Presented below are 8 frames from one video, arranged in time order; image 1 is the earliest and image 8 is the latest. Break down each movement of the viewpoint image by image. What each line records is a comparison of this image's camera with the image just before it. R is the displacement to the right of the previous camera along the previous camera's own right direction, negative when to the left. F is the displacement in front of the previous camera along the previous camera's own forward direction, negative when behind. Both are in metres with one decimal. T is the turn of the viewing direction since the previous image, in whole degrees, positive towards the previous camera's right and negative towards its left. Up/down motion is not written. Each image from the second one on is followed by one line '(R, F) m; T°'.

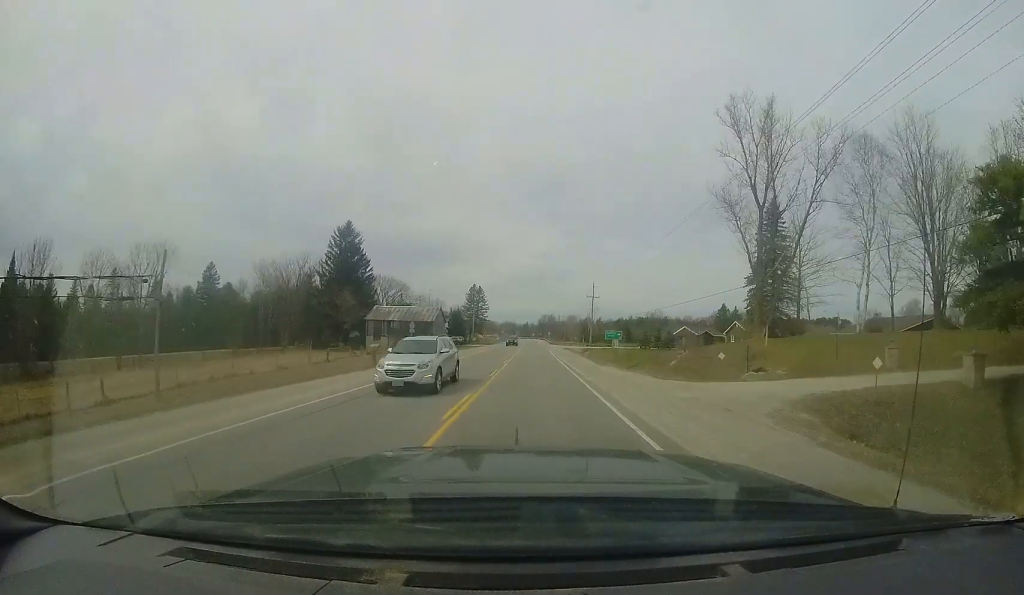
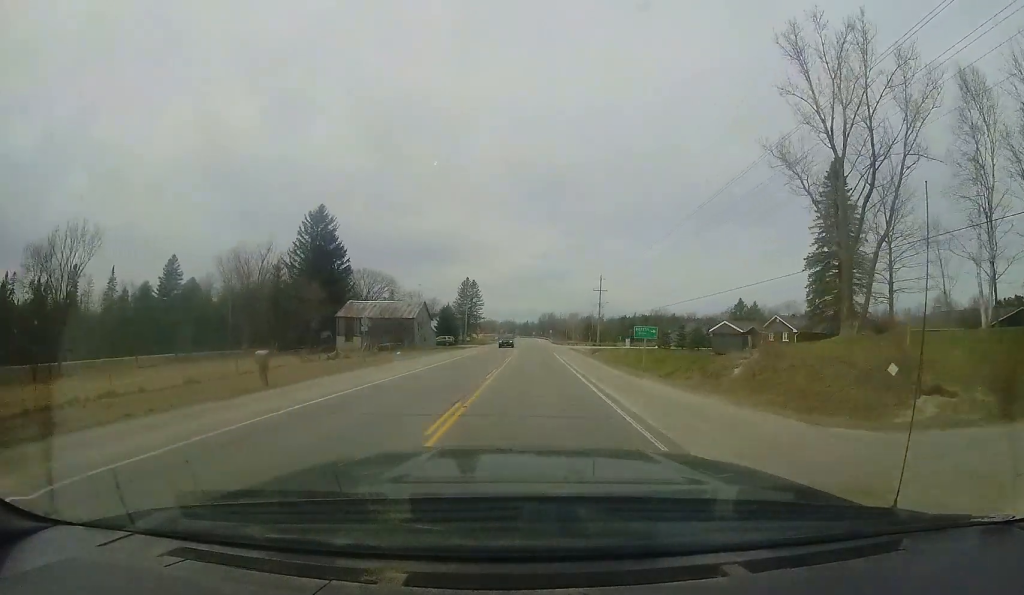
(+0.1, +9.6) m; 0°
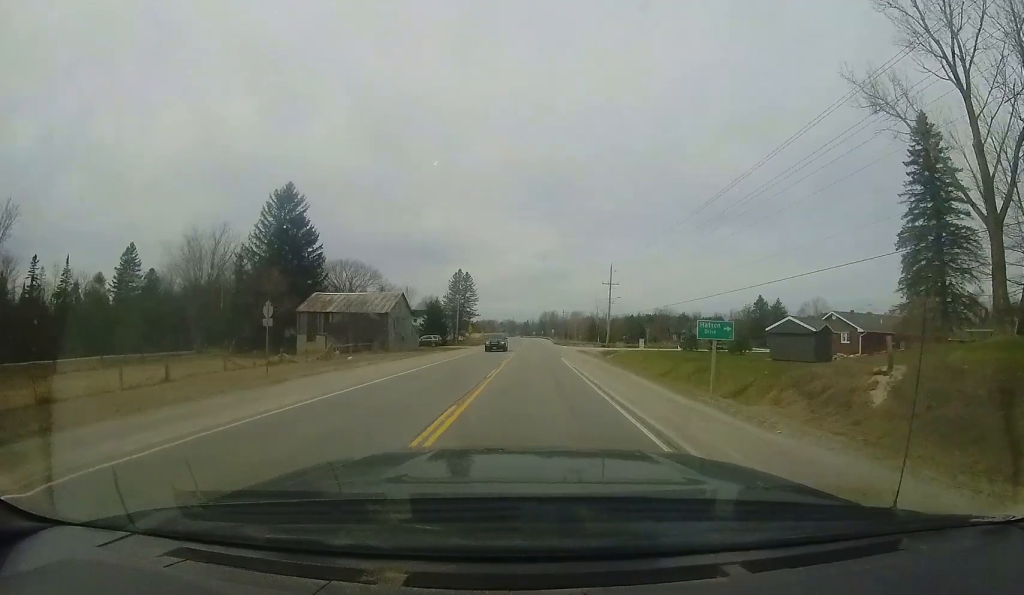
(+0.2, +9.4) m; 0°
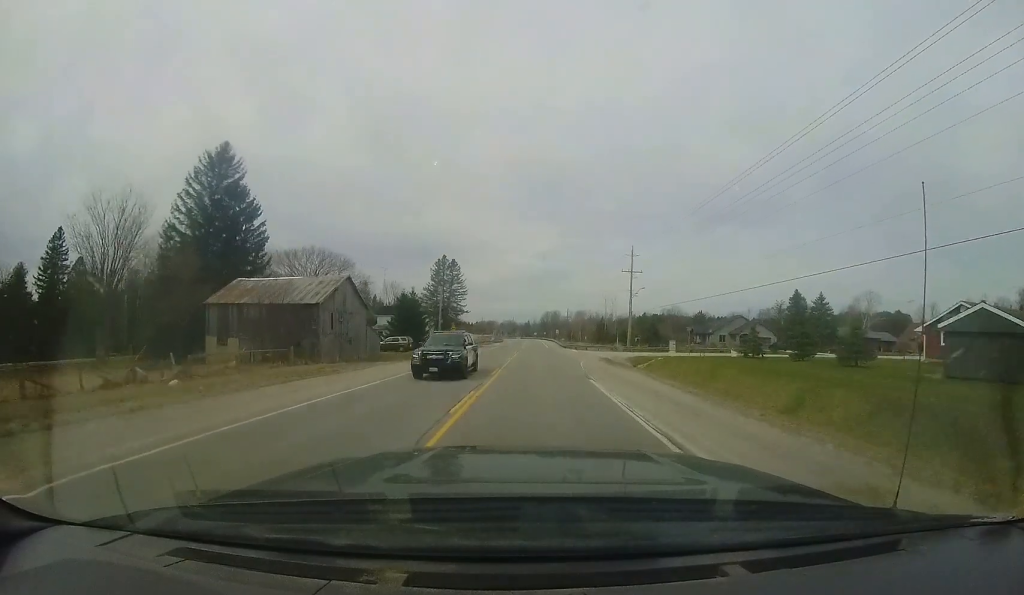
(0.0, +13.9) m; +1°
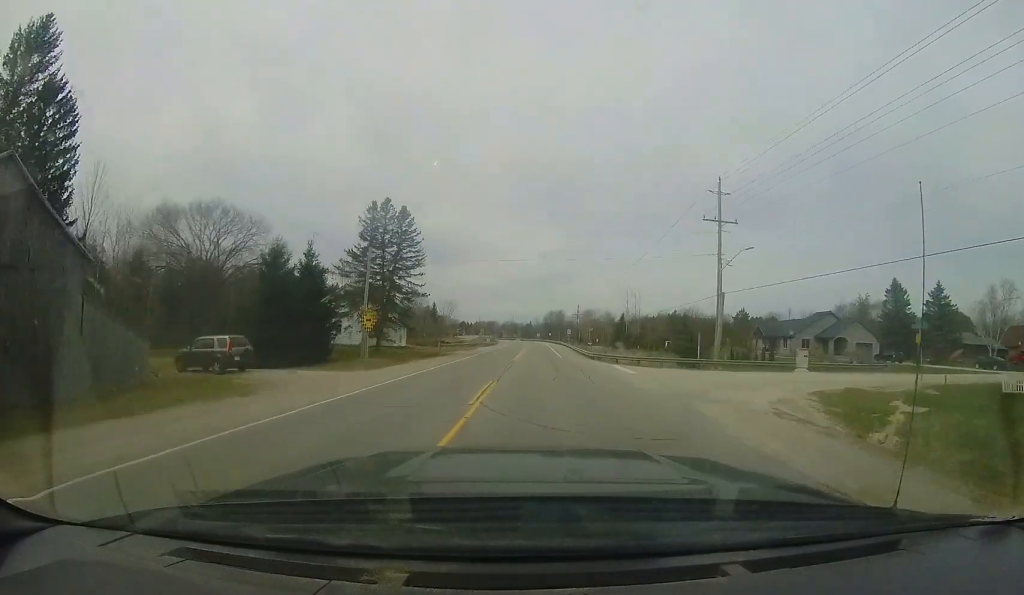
(+0.3, +25.6) m; +1°
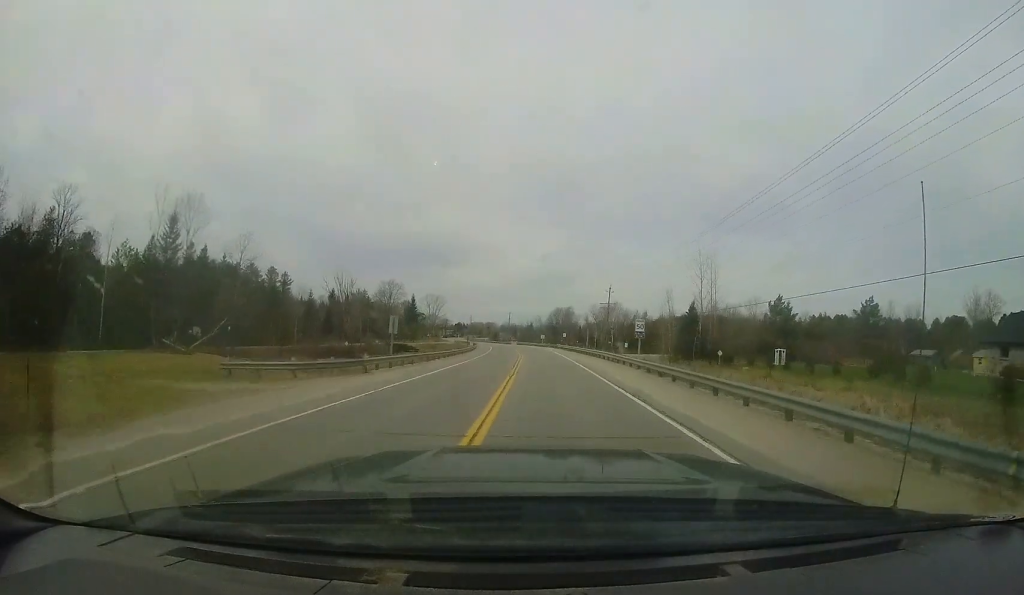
(-0.6, +42.6) m; -1°
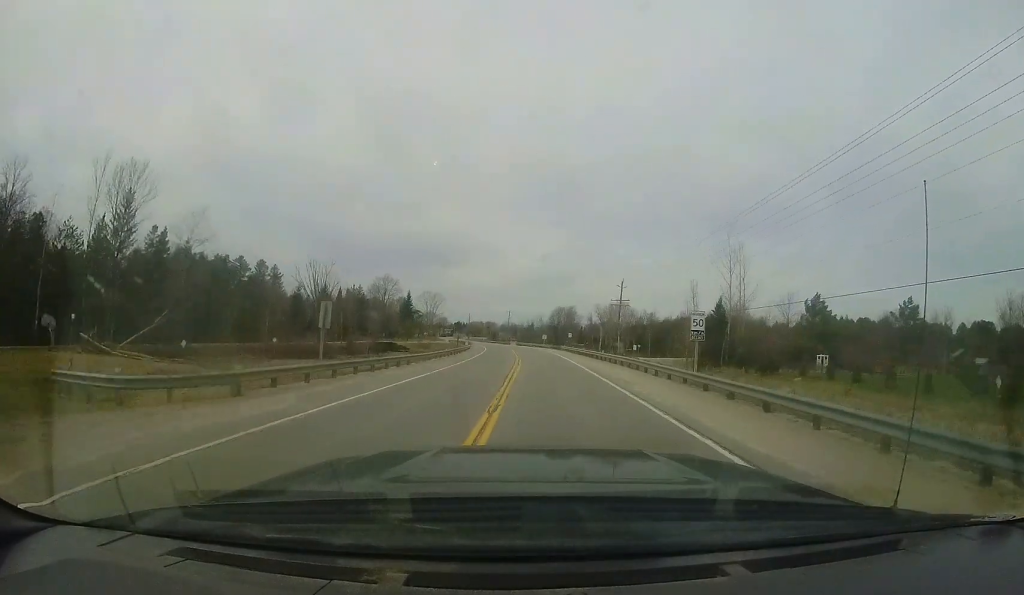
(0.0, +8.2) m; -1°
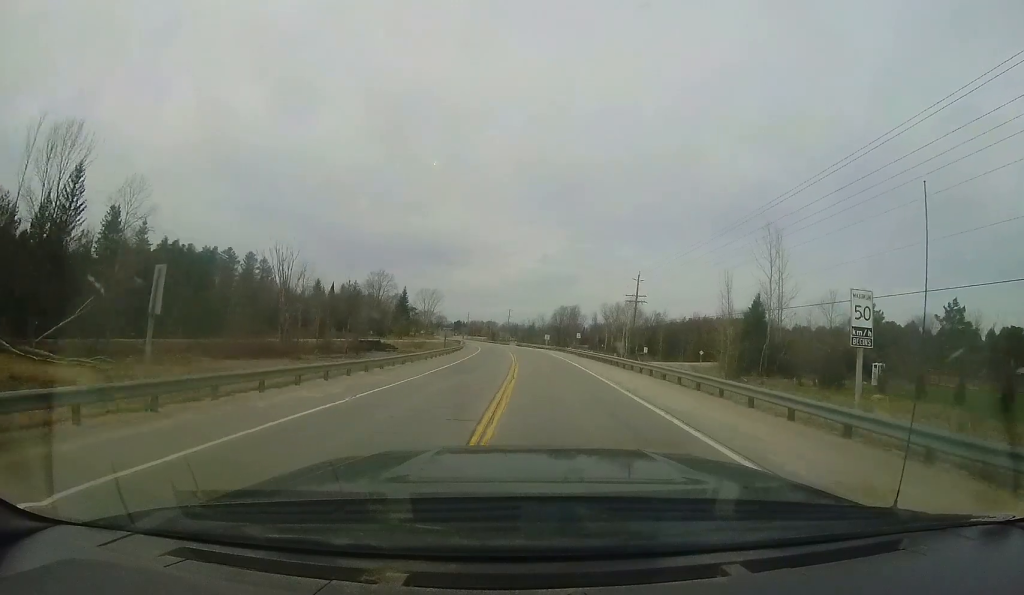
(+0.1, +8.2) m; -1°
